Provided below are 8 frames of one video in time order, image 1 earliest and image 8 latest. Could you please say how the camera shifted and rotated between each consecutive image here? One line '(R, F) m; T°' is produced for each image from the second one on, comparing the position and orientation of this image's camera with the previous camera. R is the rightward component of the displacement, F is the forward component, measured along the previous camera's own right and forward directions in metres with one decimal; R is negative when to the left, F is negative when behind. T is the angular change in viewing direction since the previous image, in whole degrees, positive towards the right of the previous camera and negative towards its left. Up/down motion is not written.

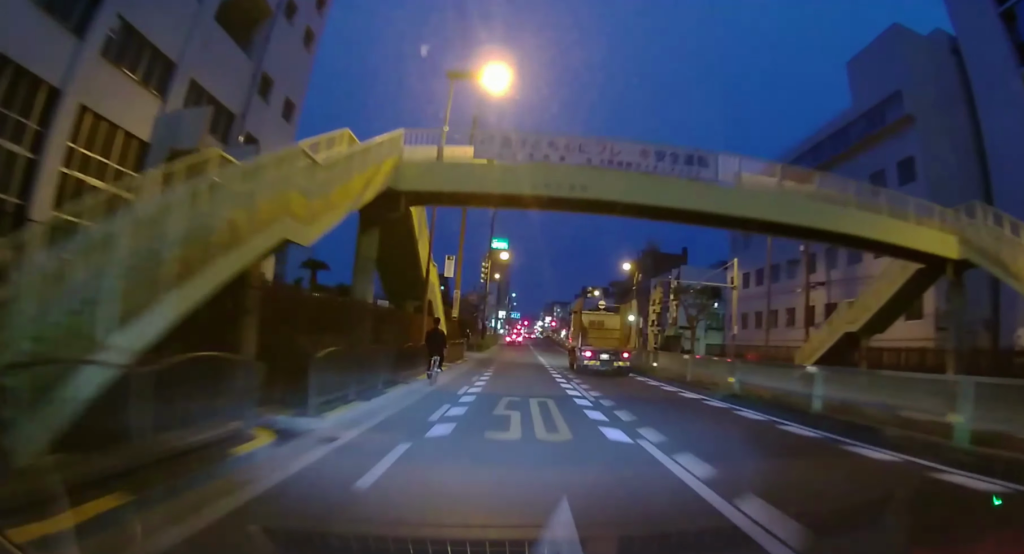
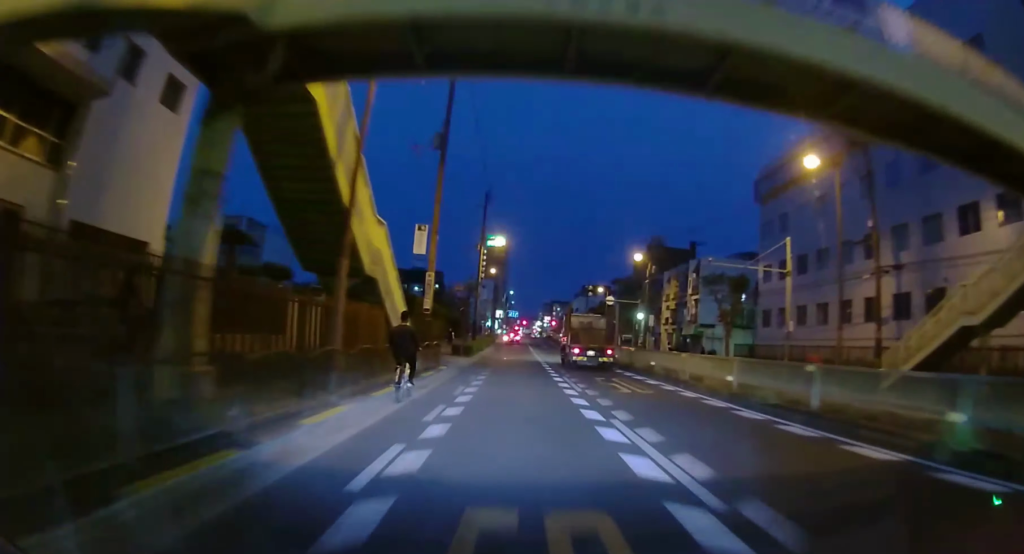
(0.0, +8.0) m; -1°
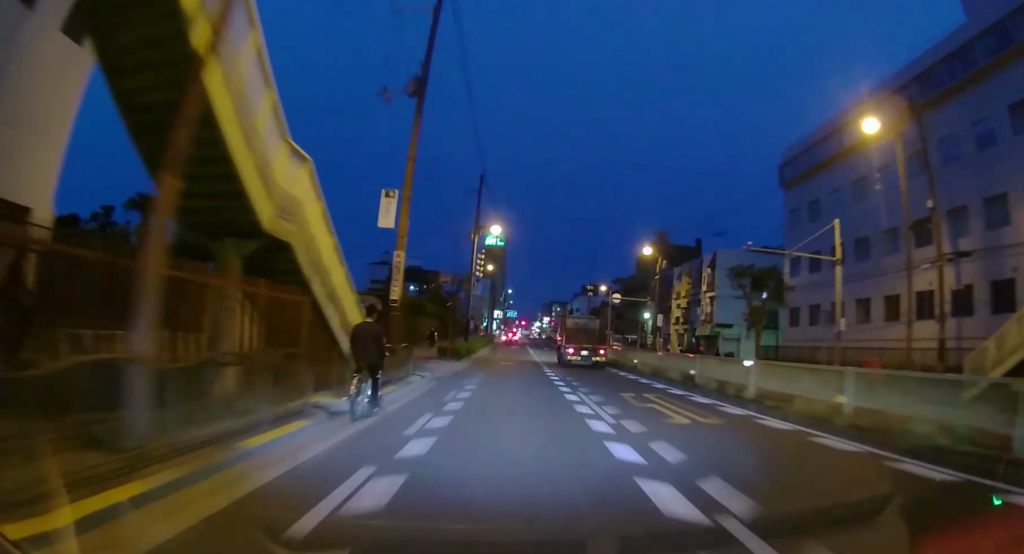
(0.0, +5.1) m; 0°
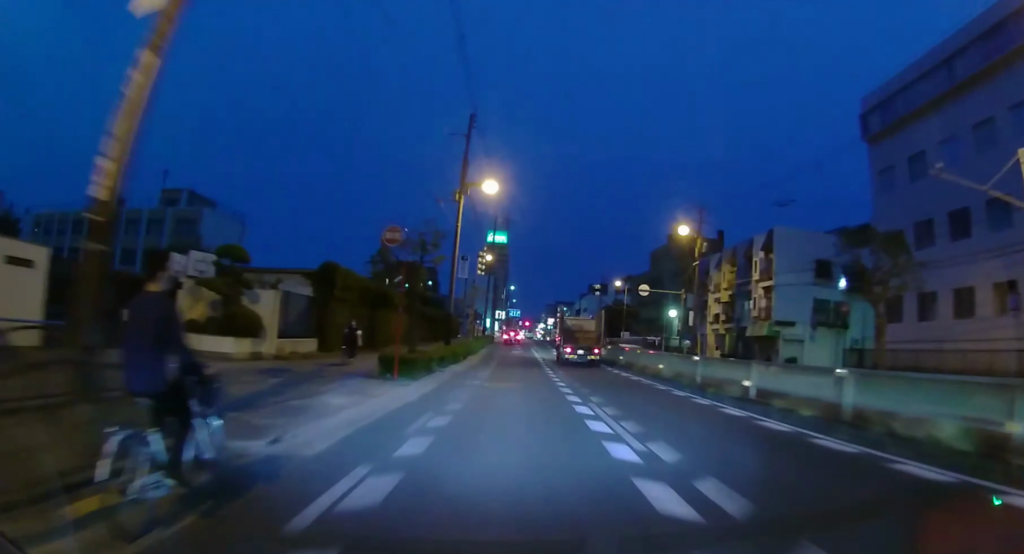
(0.0, +12.4) m; +1°
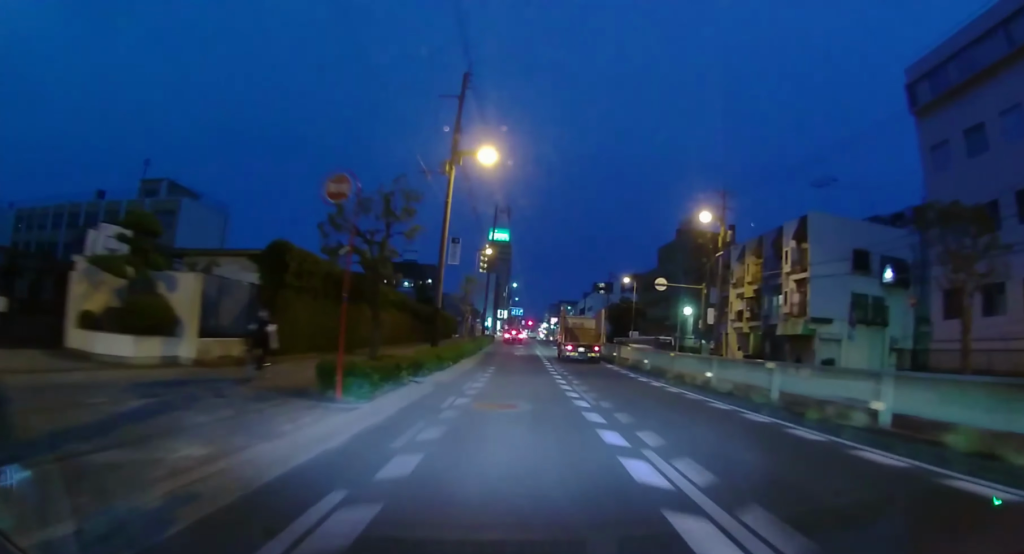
(0.0, +5.0) m; 0°
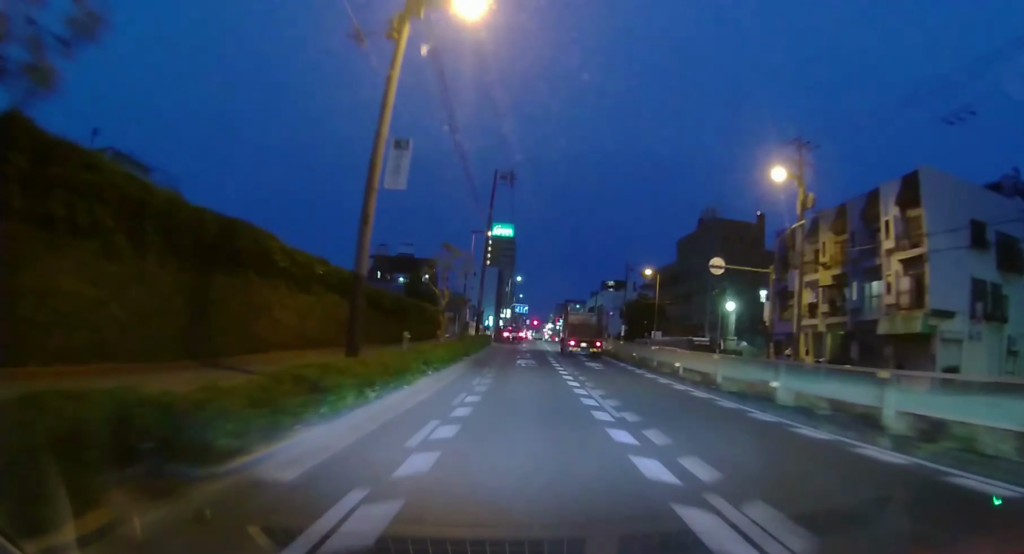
(-0.2, +12.1) m; -3°
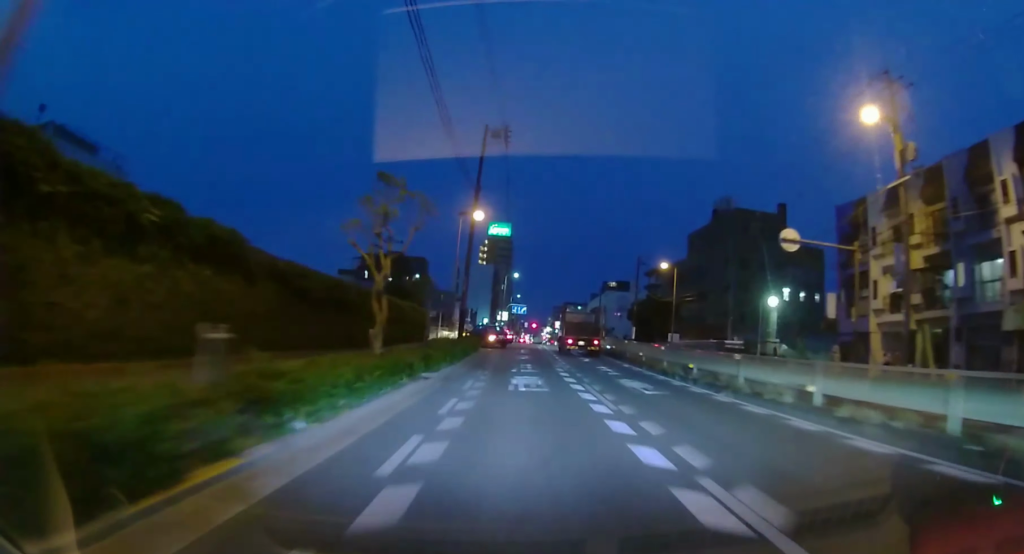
(-0.2, +9.3) m; -2°
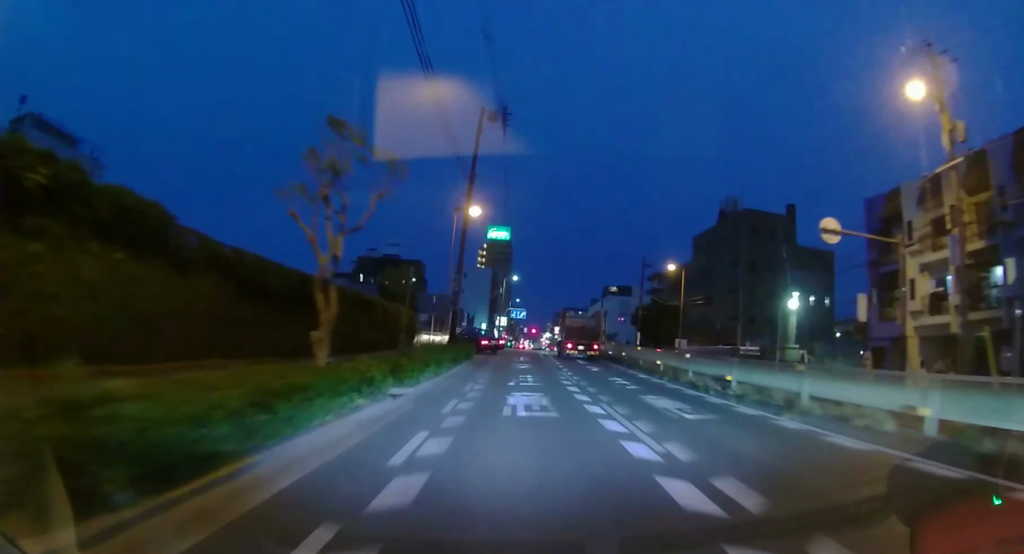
(0.0, +3.7) m; 0°
